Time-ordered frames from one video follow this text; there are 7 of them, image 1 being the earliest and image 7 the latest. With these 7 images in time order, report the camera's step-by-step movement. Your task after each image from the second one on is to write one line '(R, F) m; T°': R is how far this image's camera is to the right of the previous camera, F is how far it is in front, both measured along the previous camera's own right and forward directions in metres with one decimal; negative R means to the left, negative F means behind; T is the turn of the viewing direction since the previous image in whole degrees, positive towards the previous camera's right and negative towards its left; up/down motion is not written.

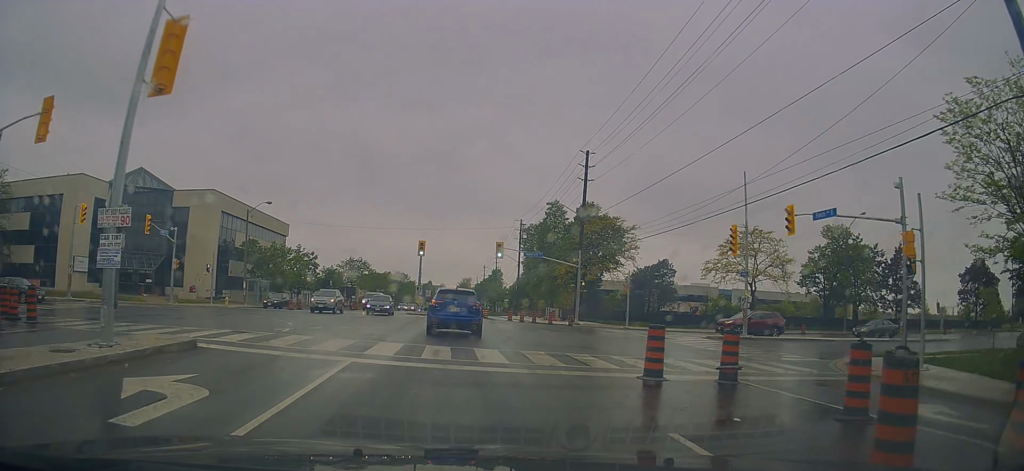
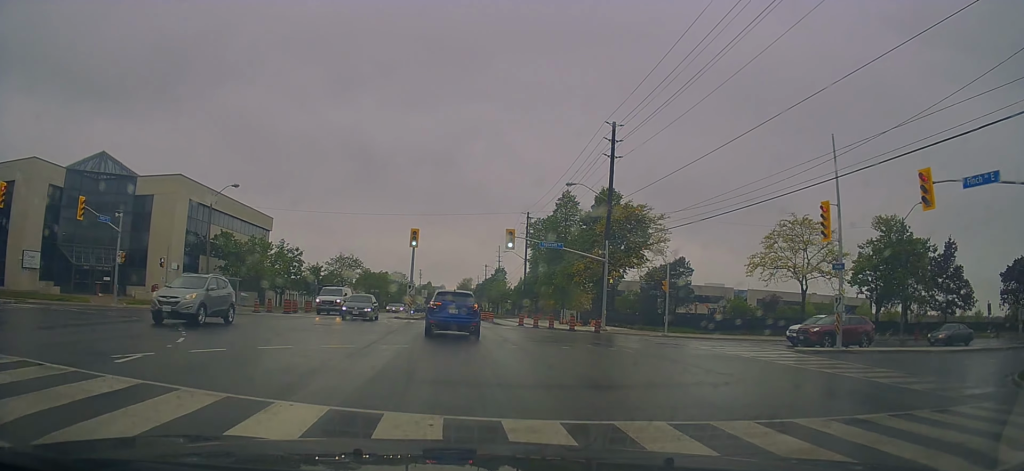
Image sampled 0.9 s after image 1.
(-0.3, +8.8) m; -1°
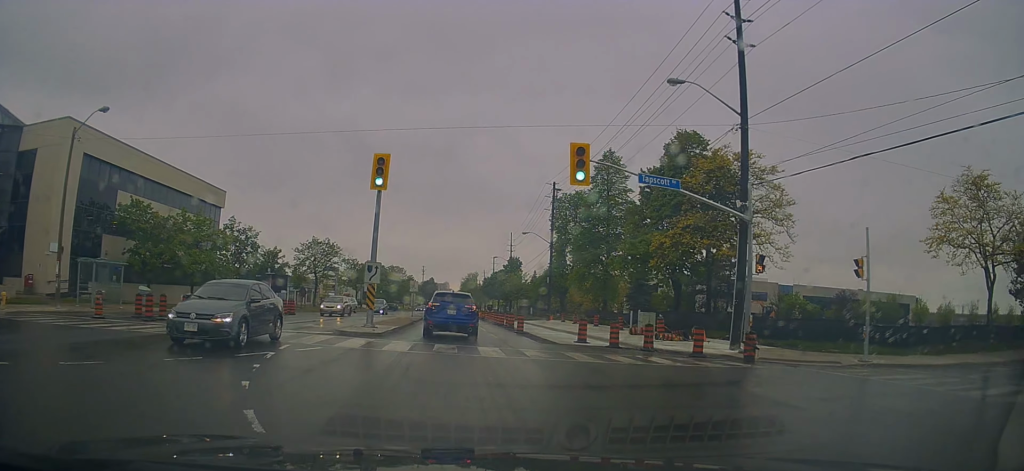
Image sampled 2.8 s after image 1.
(+0.7, +19.4) m; +3°
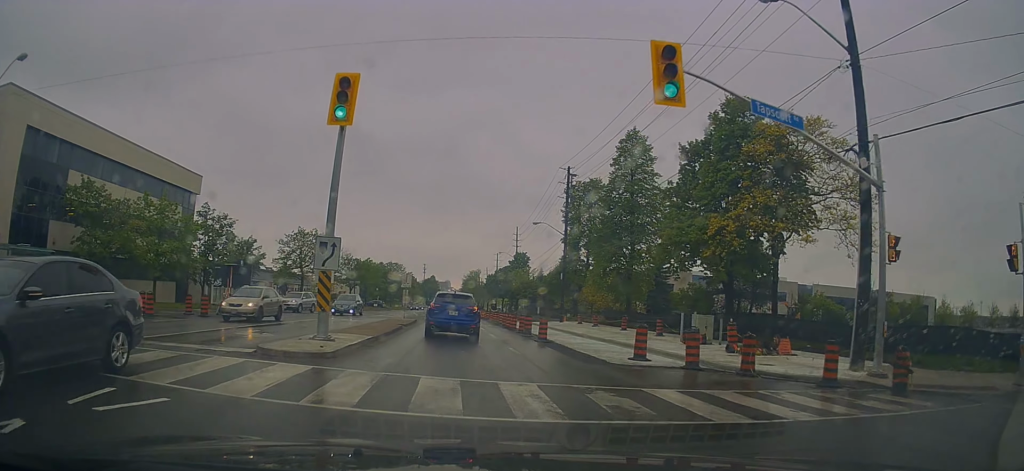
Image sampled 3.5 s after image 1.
(0.0, +7.3) m; -1°
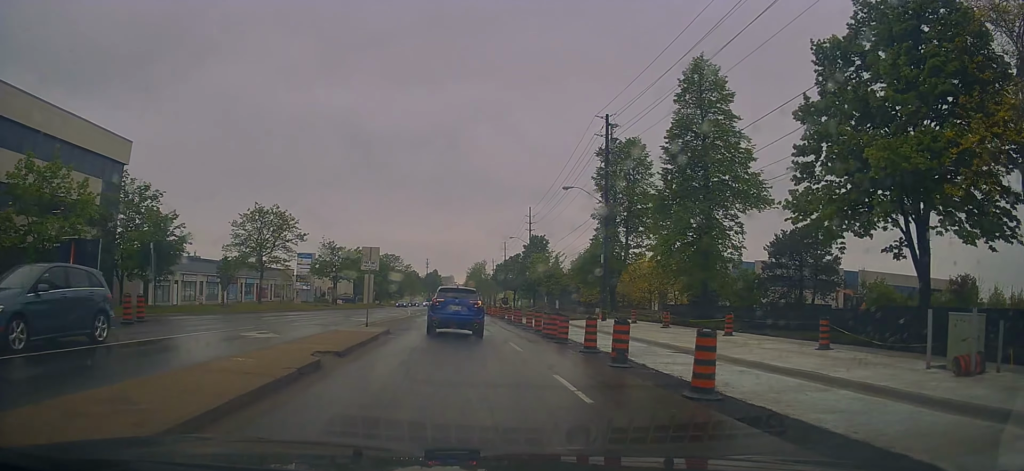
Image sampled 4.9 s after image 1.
(-0.1, +14.9) m; +1°
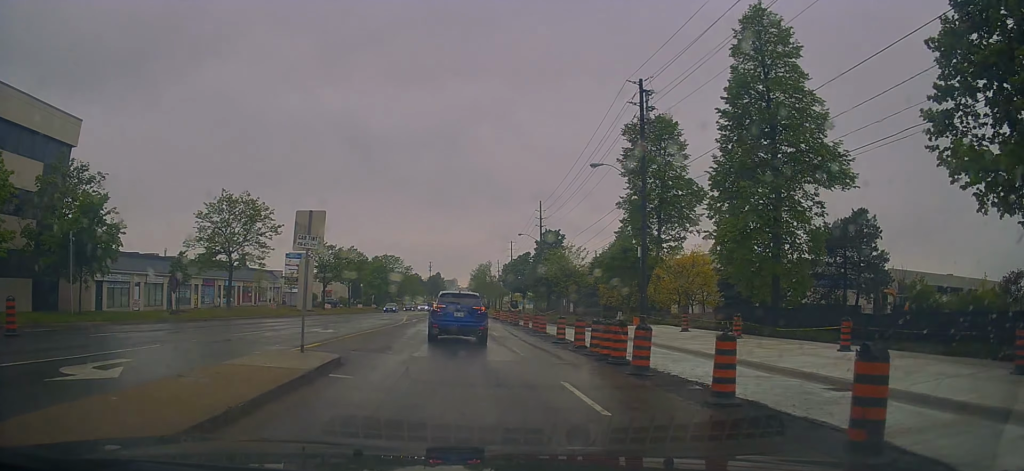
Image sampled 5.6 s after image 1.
(+0.5, +8.3) m; -2°
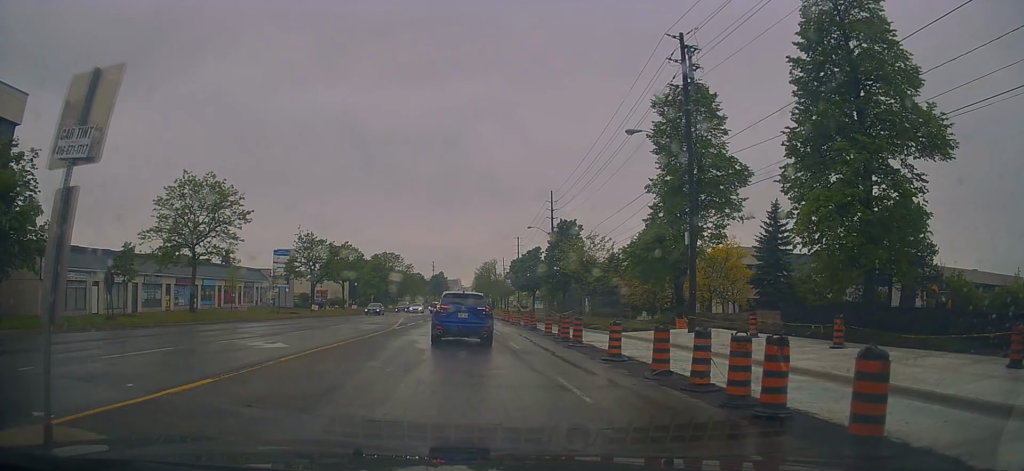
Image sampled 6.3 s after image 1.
(-0.8, +7.4) m; 0°
